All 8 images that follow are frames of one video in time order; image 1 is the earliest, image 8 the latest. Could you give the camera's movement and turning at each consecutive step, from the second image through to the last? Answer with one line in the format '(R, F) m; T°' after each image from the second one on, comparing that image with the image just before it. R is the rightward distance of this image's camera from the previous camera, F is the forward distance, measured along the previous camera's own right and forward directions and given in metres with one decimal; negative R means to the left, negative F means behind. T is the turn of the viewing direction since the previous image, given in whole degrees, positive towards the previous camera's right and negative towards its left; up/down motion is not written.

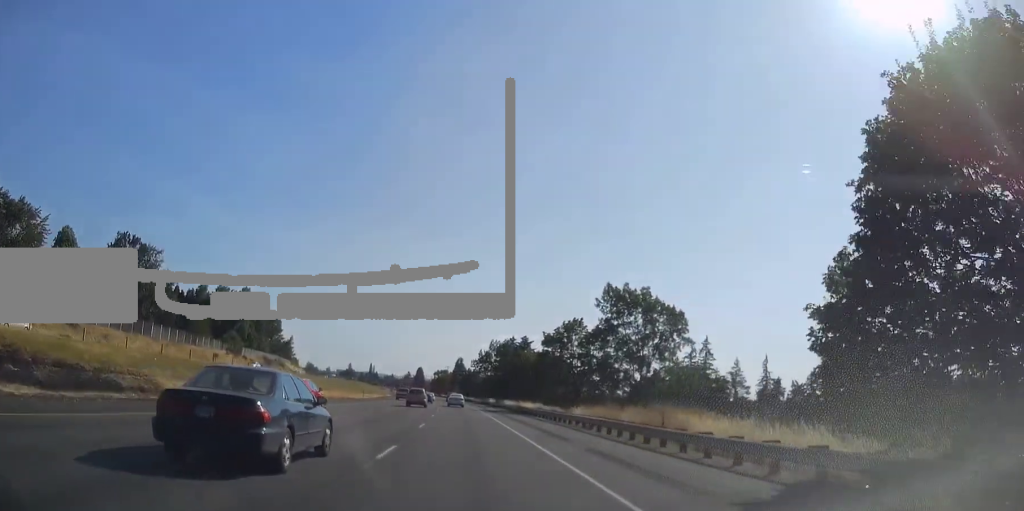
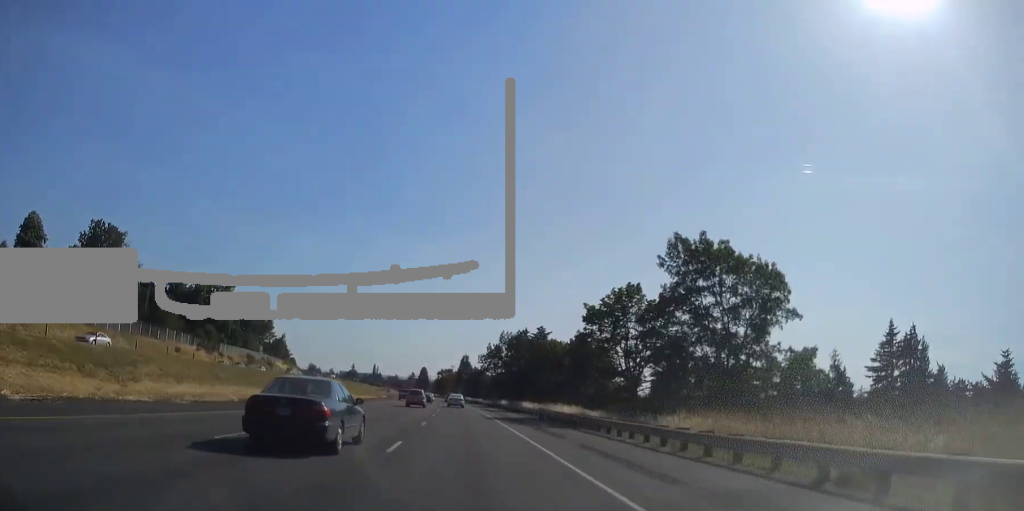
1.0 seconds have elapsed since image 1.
(-0.1, +22.8) m; -1°
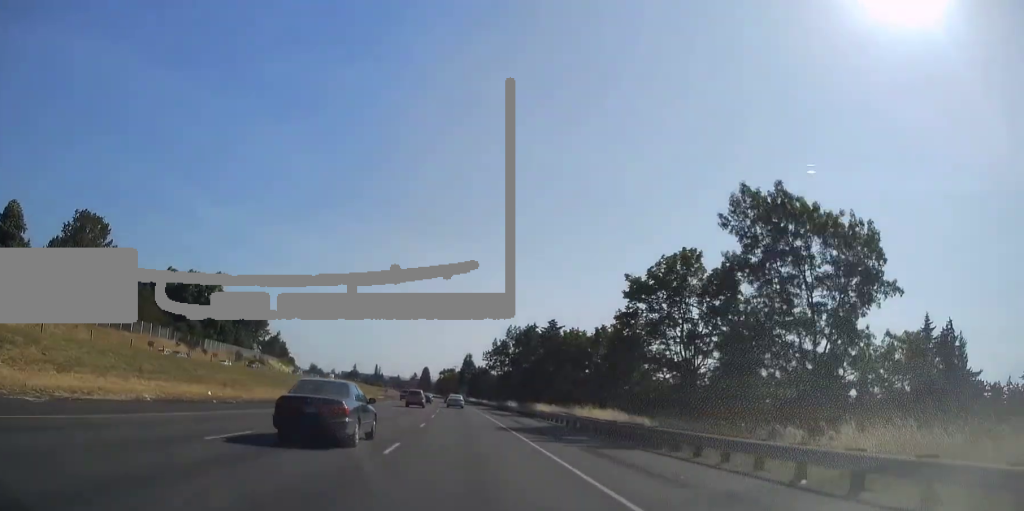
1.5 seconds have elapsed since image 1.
(-0.2, +12.6) m; -1°
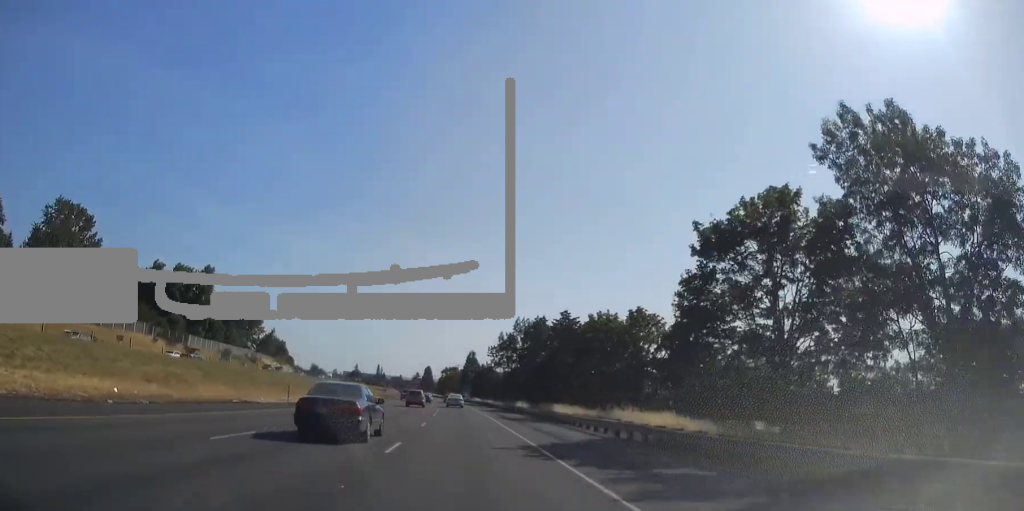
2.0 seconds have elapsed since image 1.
(0.0, +11.8) m; 0°
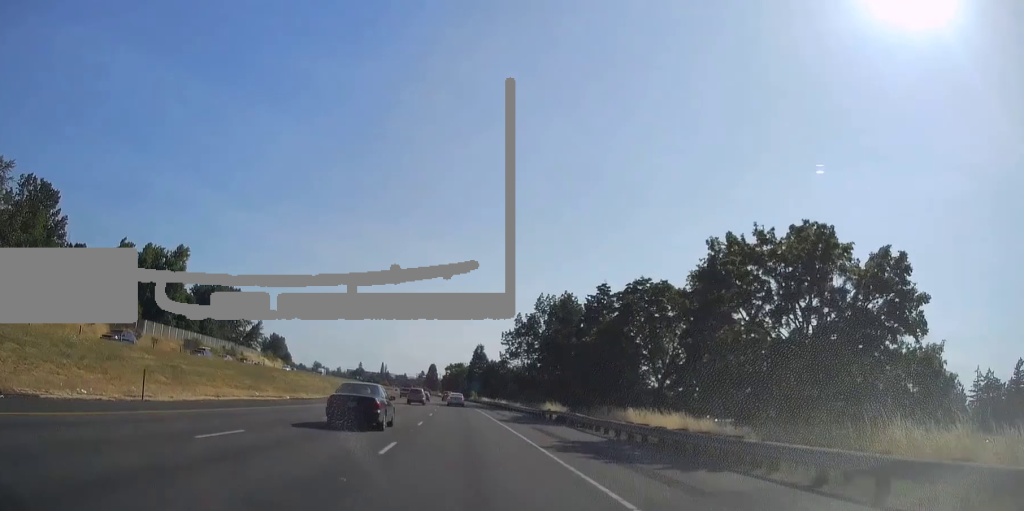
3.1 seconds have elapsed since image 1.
(+0.1, +25.1) m; 0°
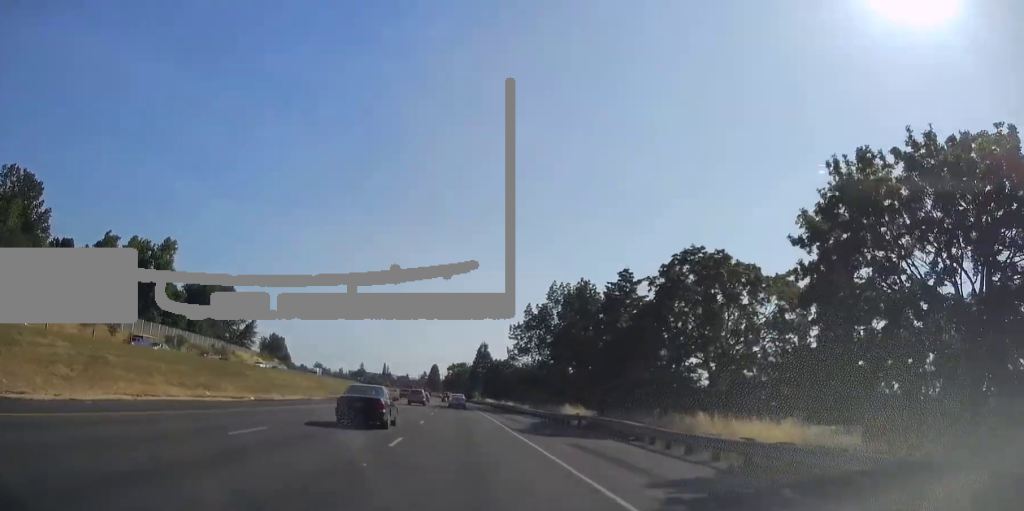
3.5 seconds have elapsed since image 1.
(+0.1, +10.2) m; 0°
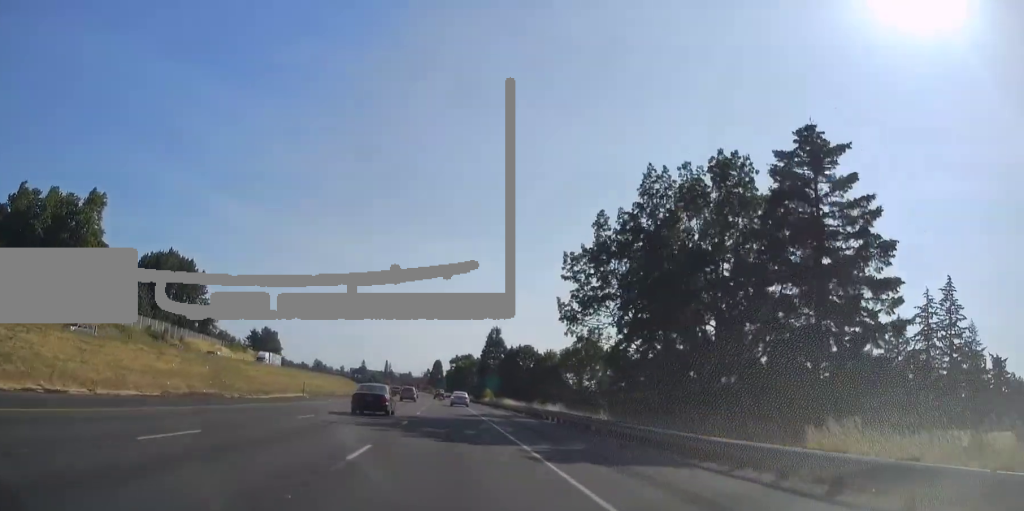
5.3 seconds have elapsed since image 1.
(-0.9, +40.5) m; -1°
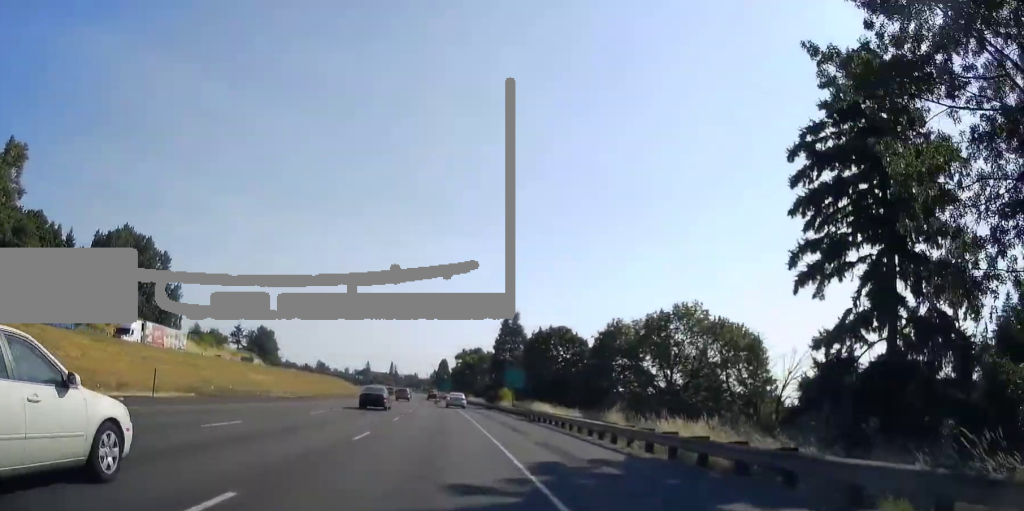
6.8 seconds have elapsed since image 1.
(+0.4, +31.9) m; 0°
